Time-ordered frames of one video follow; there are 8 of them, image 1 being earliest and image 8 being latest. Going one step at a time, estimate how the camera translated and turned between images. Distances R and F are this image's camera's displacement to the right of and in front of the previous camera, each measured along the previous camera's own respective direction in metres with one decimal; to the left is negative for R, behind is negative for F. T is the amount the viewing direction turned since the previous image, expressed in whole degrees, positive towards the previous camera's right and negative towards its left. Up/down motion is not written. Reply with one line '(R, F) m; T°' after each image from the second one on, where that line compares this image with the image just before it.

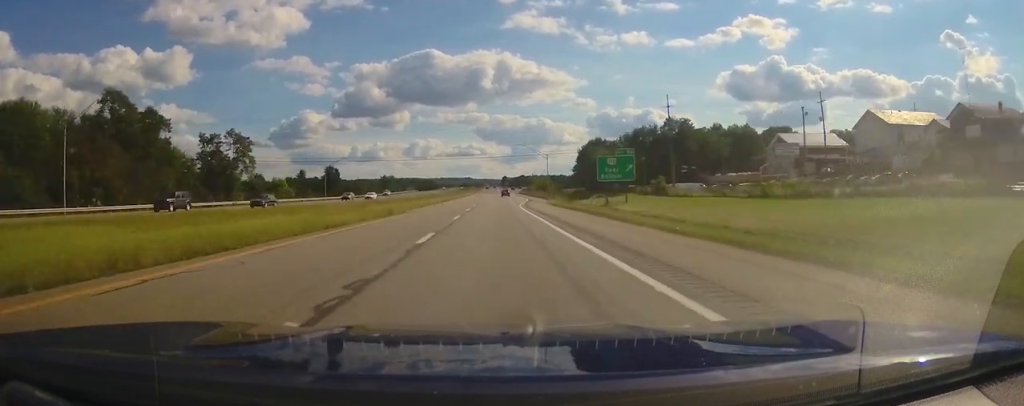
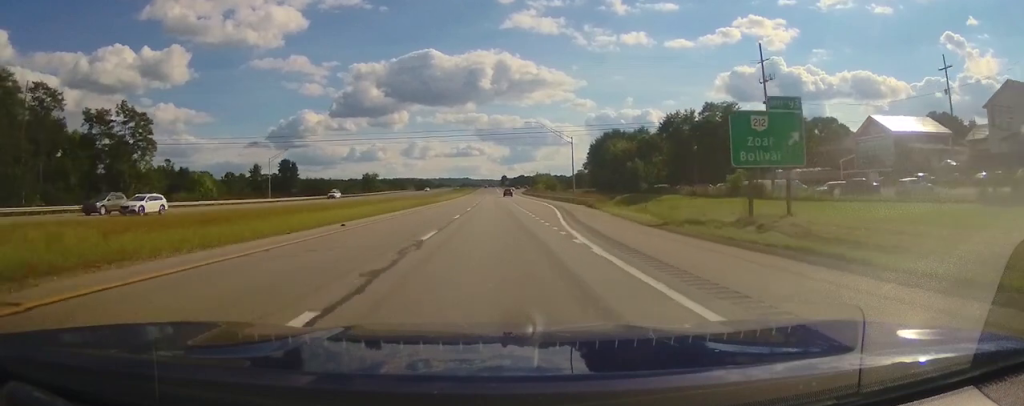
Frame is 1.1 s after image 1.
(+0.3, +36.5) m; 0°
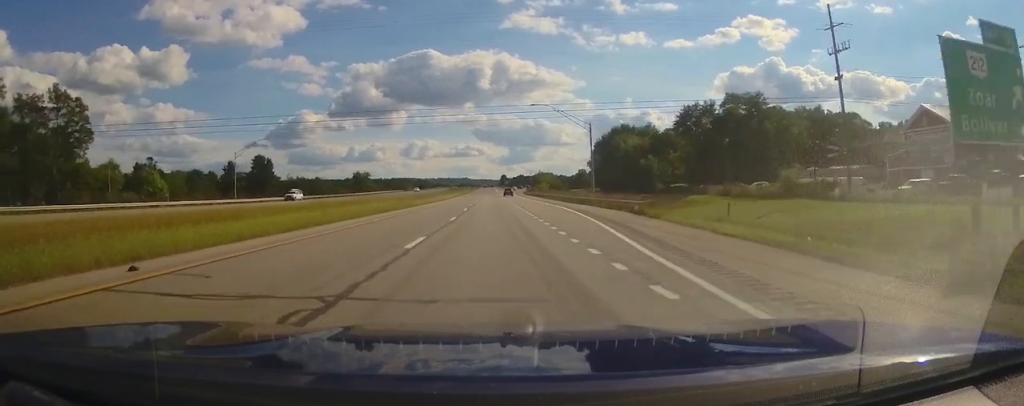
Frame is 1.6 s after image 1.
(+0.1, +15.0) m; 0°
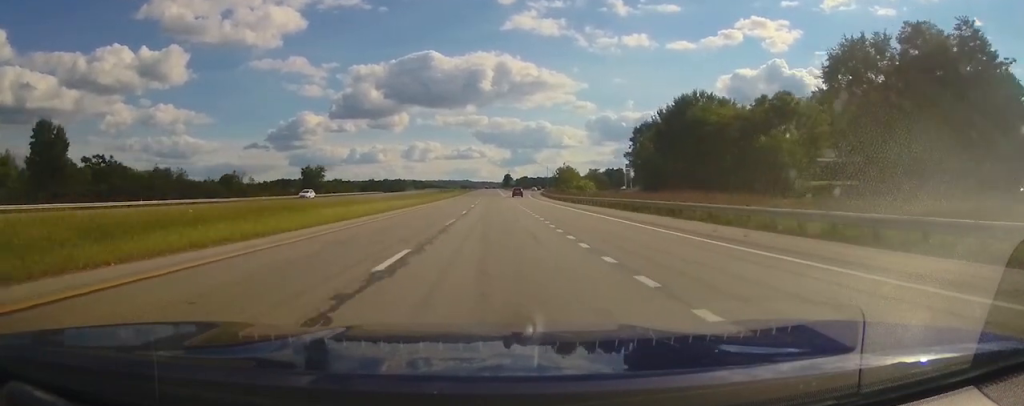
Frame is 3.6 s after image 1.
(-0.2, +65.7) m; +1°
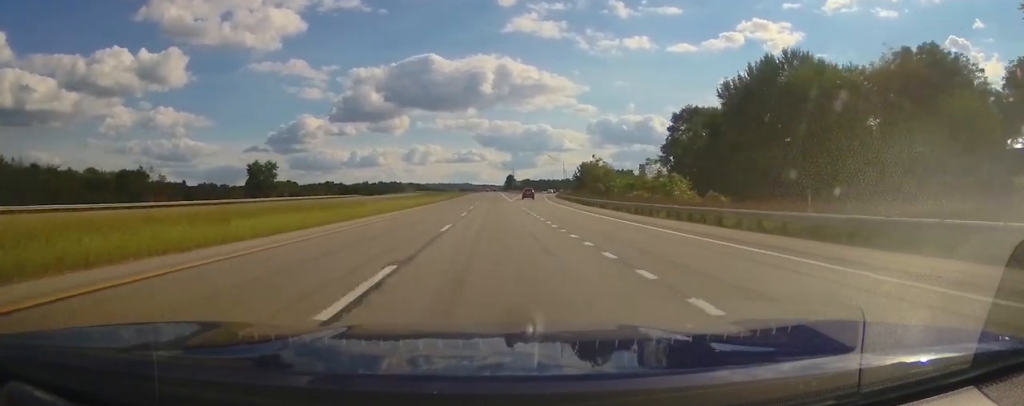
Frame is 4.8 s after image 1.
(0.0, +38.9) m; 0°
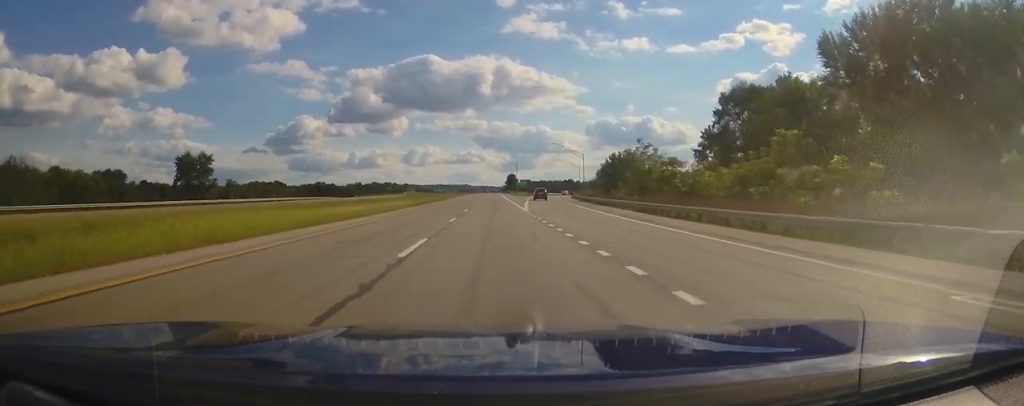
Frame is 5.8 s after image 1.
(0.0, +31.4) m; 0°
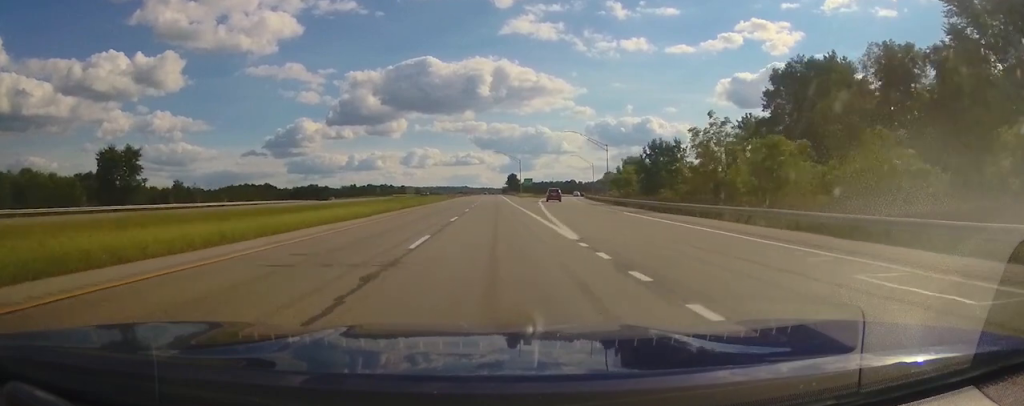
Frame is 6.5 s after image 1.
(0.0, +22.8) m; 0°
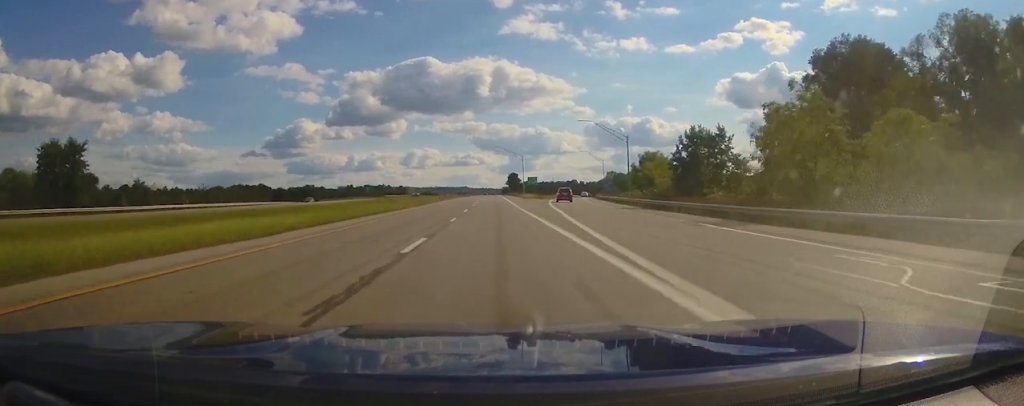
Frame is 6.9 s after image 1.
(0.0, +13.1) m; 0°
